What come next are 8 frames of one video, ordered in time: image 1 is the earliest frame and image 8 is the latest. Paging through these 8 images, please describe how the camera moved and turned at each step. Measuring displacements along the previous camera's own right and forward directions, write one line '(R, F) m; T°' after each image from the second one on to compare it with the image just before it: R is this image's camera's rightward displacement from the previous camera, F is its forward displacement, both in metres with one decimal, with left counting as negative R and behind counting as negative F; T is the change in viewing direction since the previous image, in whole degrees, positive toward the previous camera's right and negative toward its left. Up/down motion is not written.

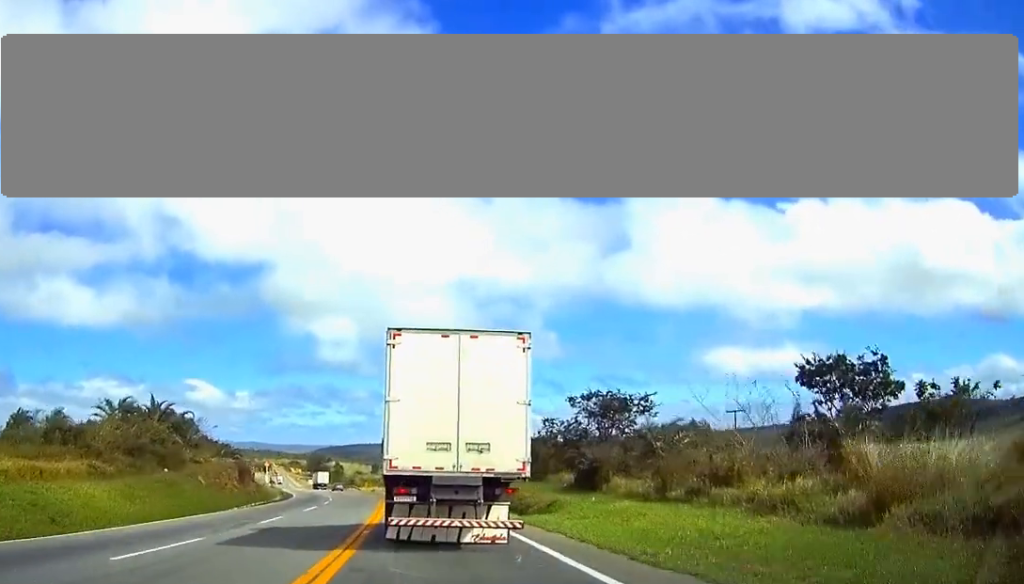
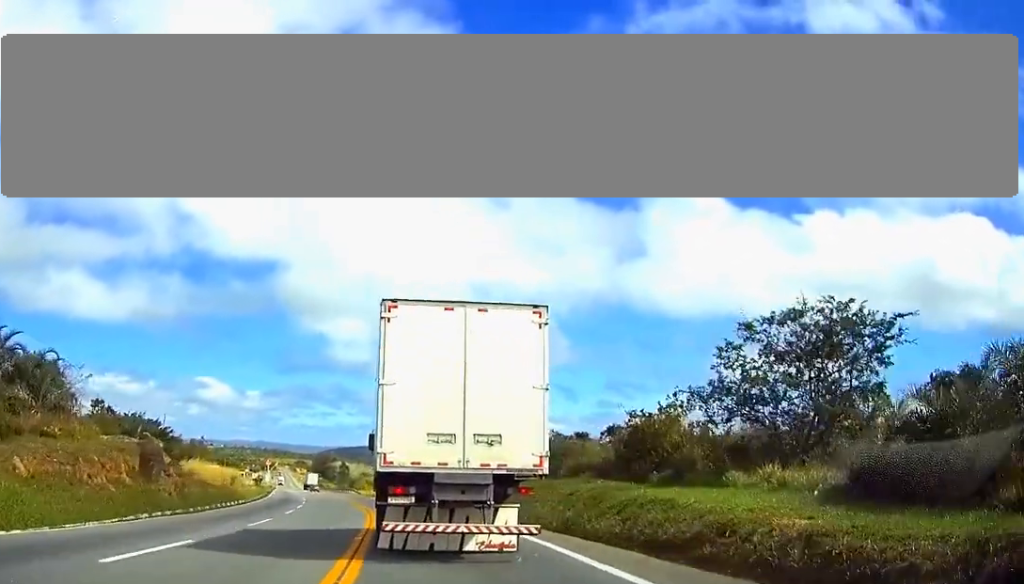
(-0.2, +25.9) m; 0°
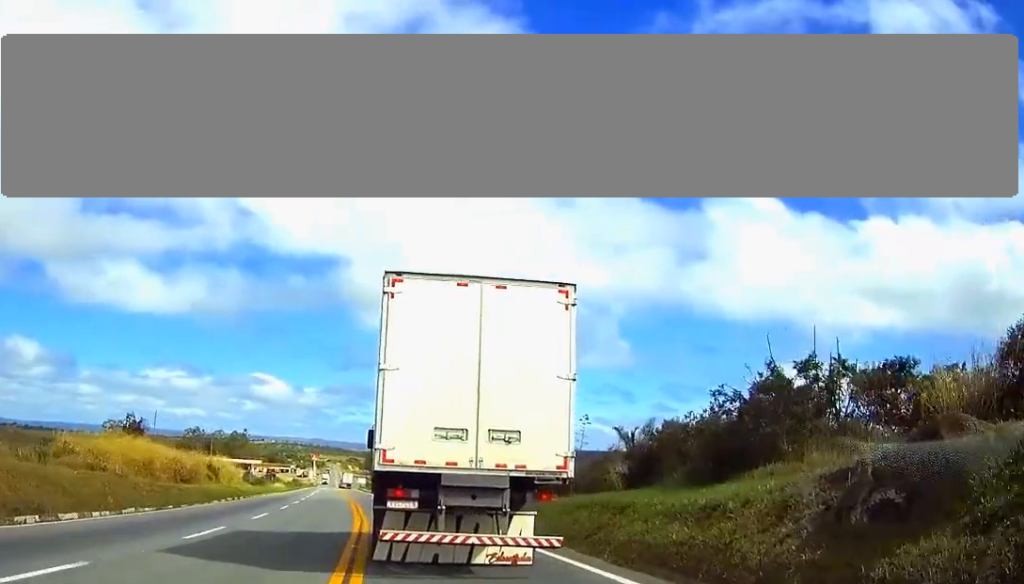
(-0.4, +37.5) m; -3°
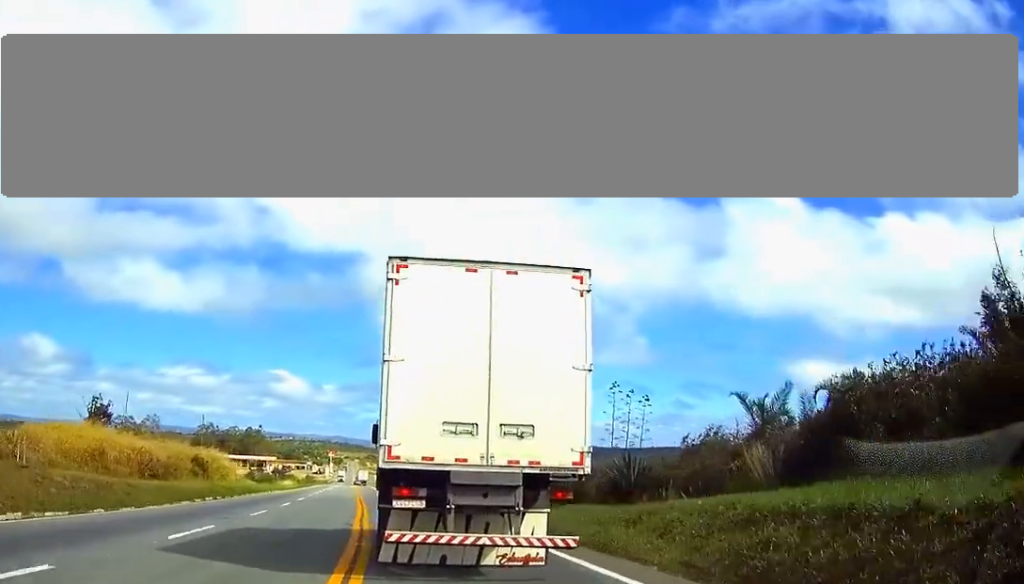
(-0.3, +11.4) m; -2°
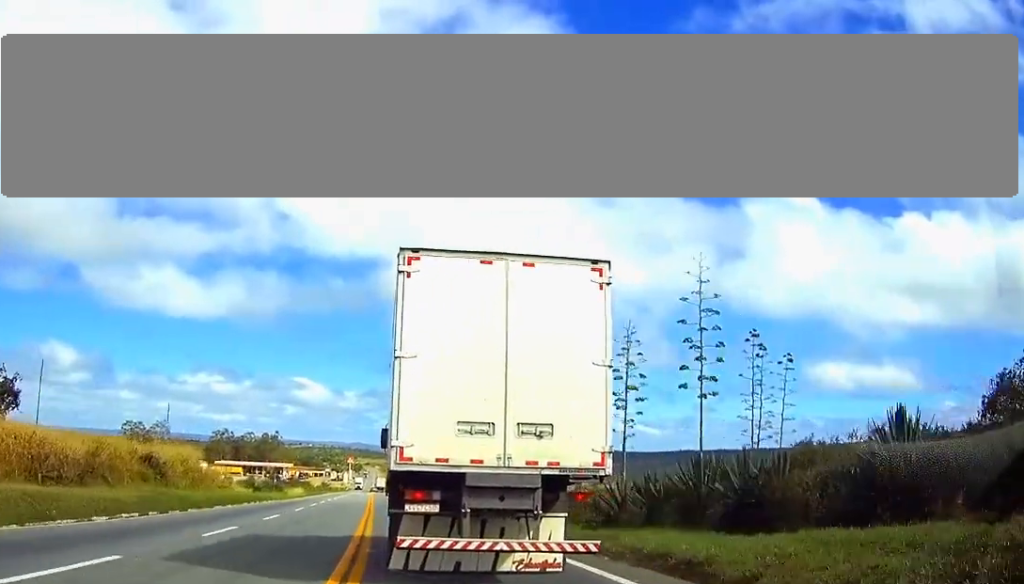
(-0.4, +17.1) m; -2°
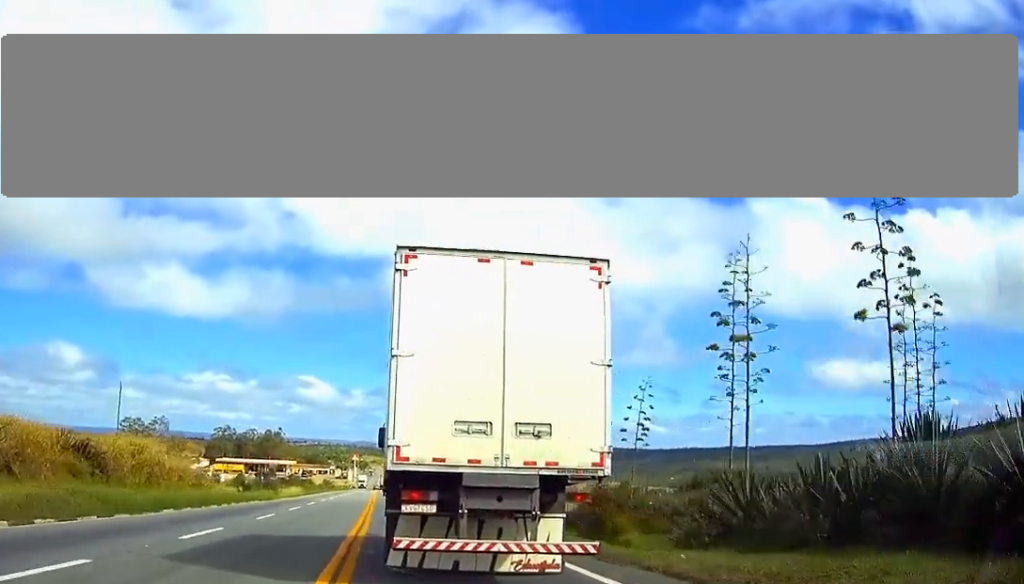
(-0.1, +11.1) m; -1°
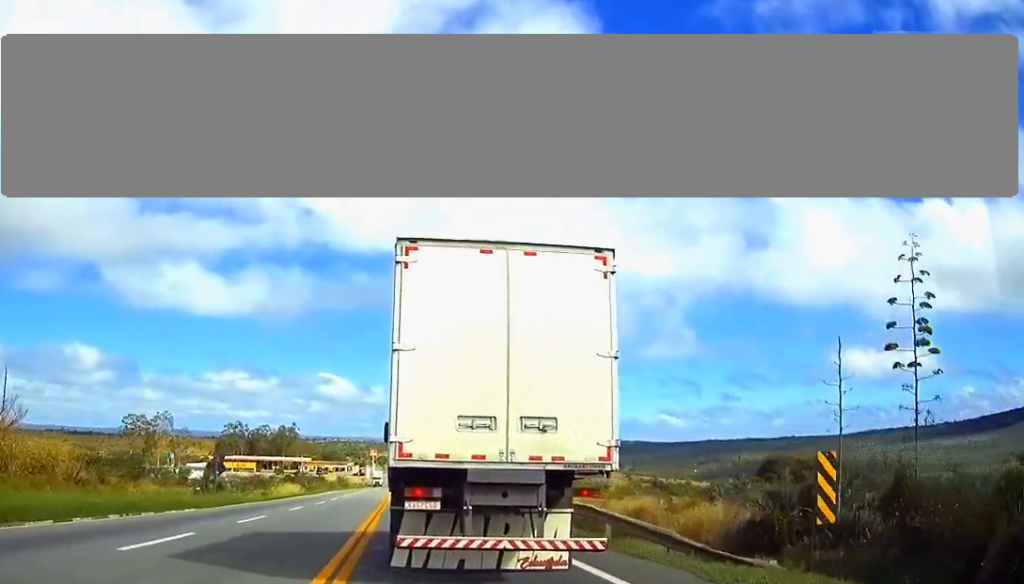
(-0.1, +23.8) m; 0°
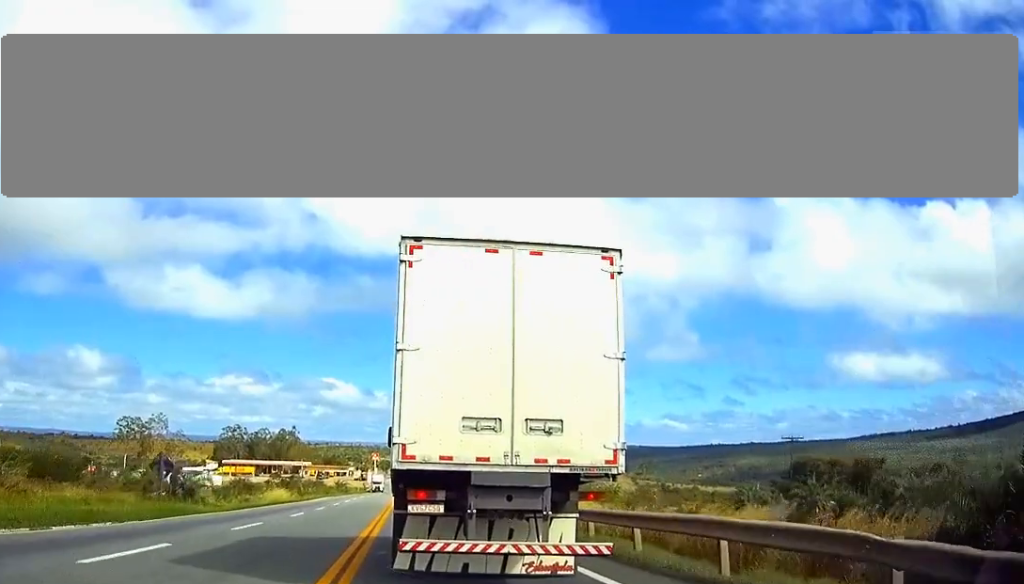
(0.0, +11.2) m; 0°
